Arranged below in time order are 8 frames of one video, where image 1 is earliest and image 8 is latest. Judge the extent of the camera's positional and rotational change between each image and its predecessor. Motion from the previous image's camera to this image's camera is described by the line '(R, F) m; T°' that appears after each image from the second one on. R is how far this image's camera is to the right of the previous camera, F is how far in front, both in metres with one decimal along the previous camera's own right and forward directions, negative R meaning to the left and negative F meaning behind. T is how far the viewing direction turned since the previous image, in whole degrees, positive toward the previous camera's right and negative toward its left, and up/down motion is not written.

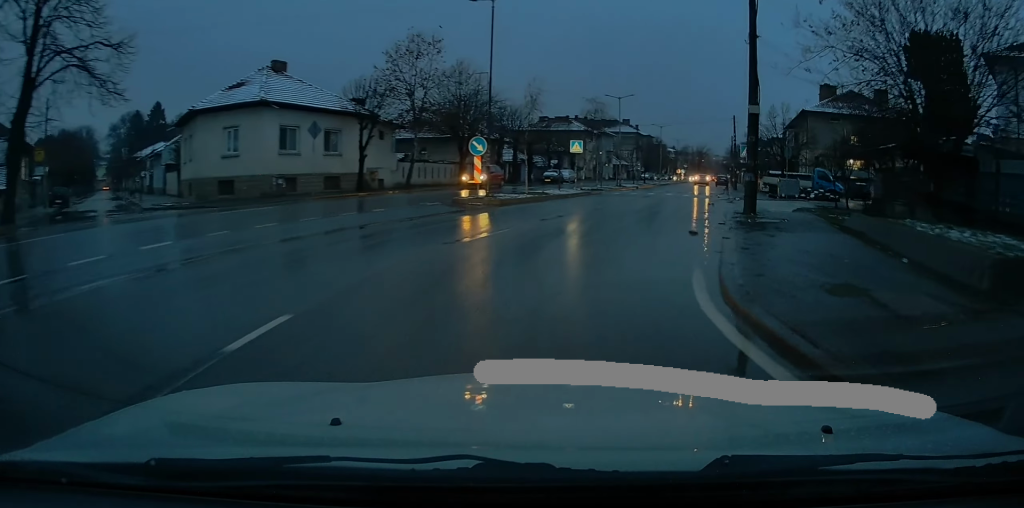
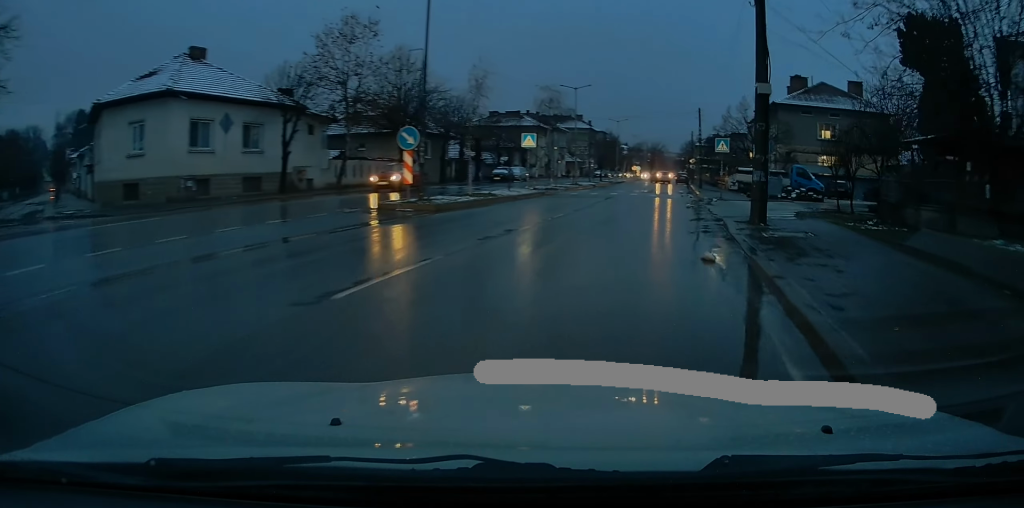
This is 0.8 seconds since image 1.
(+0.1, +4.6) m; +3°
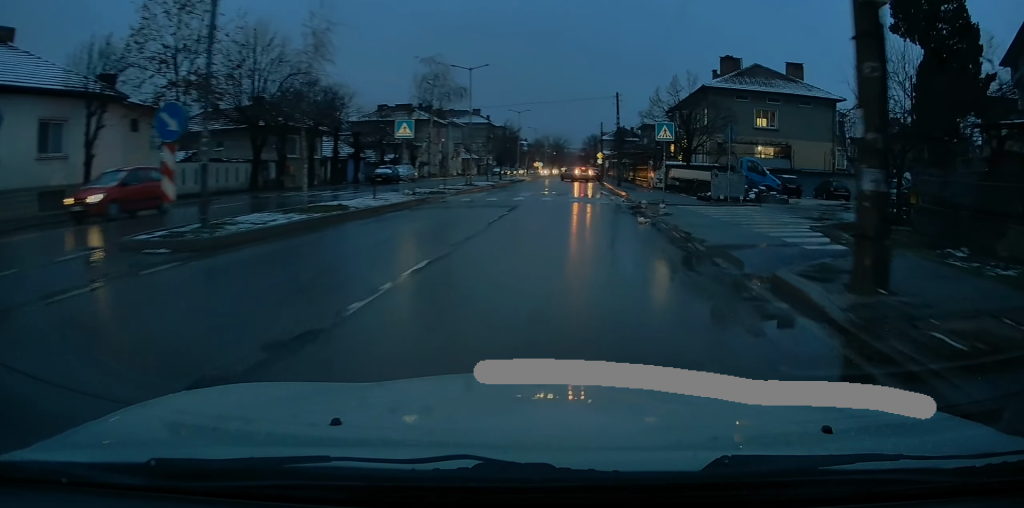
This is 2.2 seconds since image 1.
(+0.7, +8.8) m; +7°
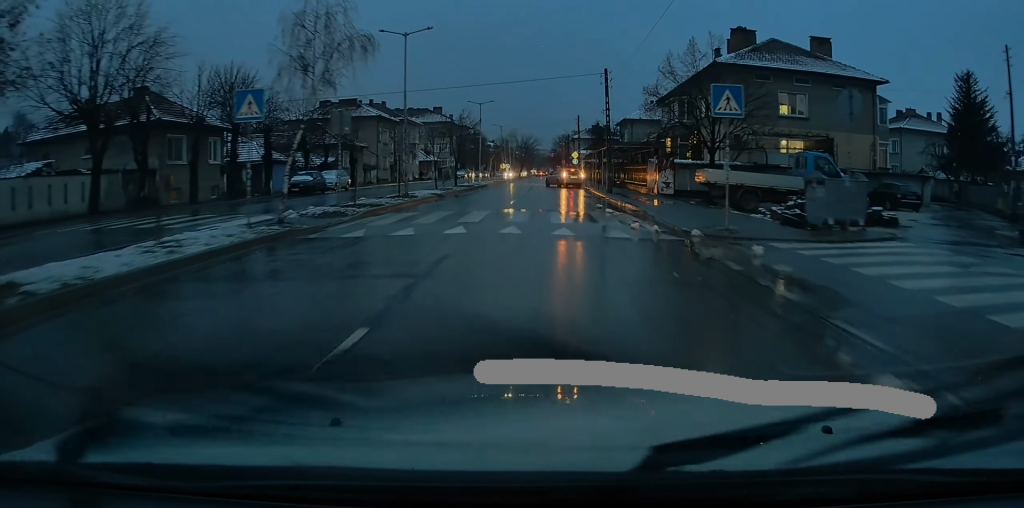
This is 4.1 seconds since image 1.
(+0.5, +11.8) m; +3°
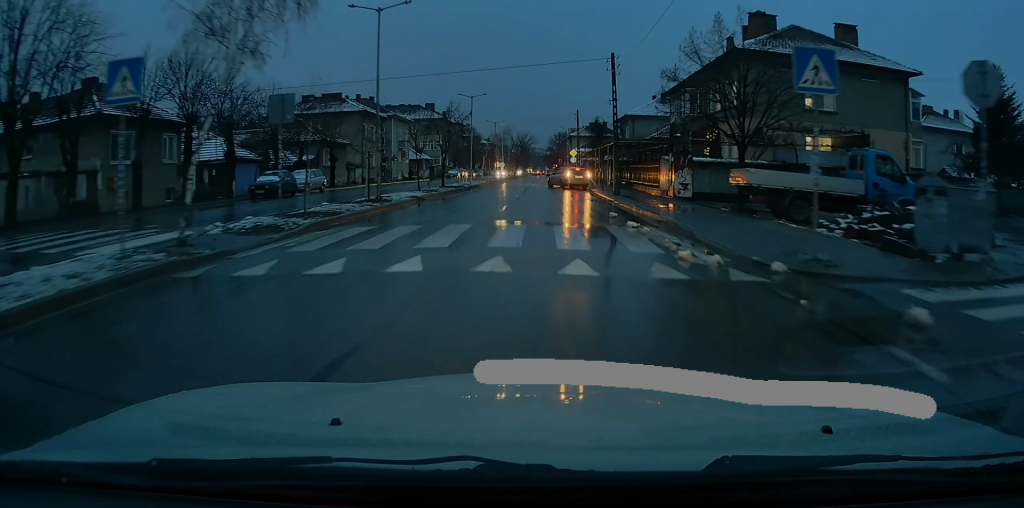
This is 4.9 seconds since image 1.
(0.0, +4.6) m; -1°
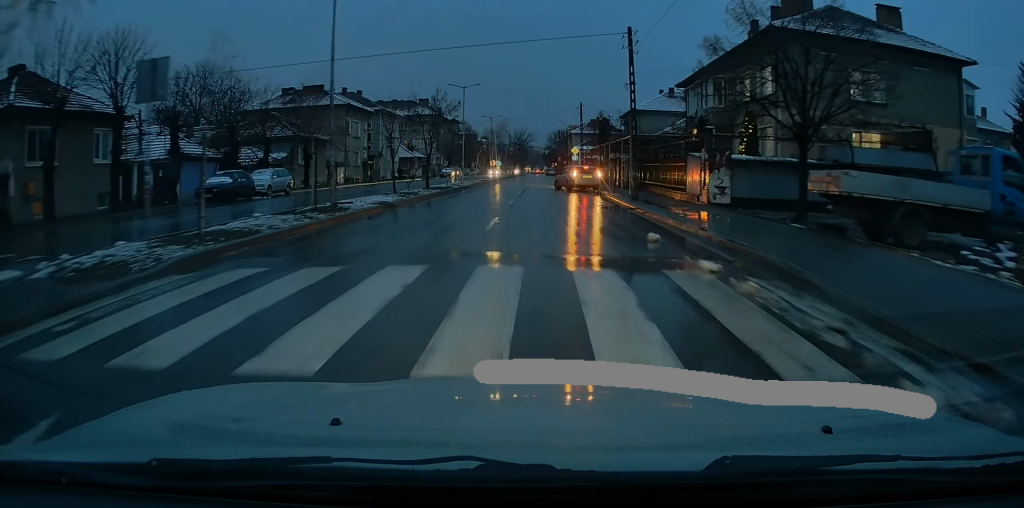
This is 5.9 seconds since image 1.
(-0.1, +5.6) m; -1°
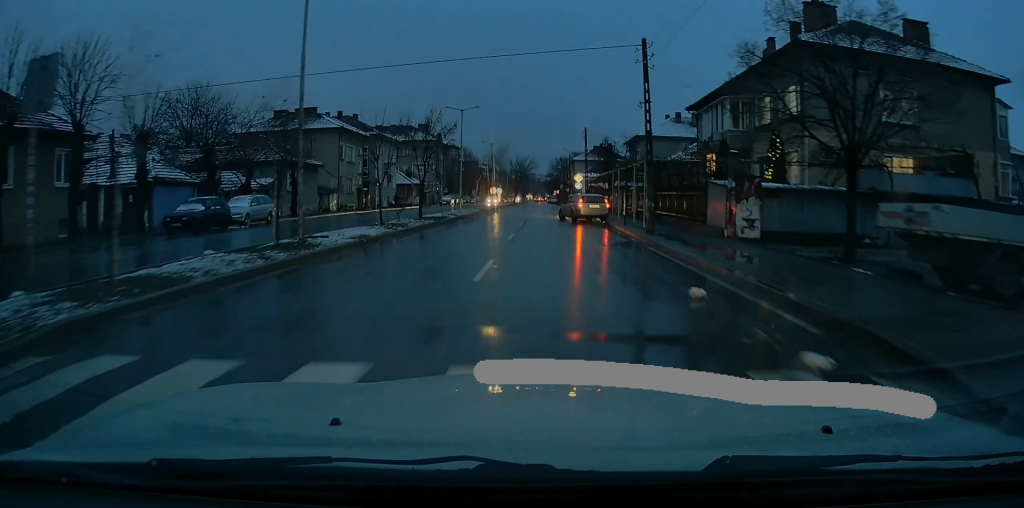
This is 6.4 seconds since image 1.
(0.0, +2.9) m; 0°
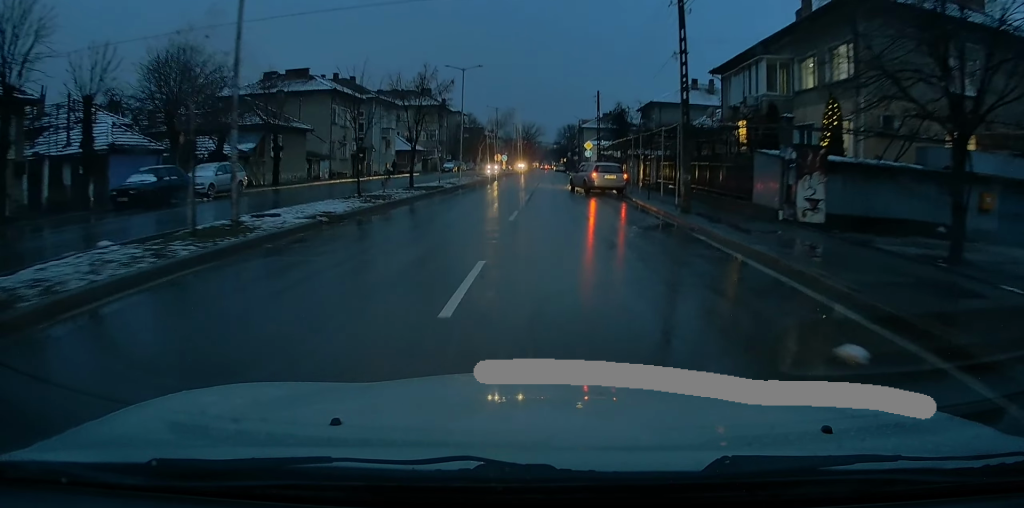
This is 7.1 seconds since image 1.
(0.0, +4.3) m; 0°
